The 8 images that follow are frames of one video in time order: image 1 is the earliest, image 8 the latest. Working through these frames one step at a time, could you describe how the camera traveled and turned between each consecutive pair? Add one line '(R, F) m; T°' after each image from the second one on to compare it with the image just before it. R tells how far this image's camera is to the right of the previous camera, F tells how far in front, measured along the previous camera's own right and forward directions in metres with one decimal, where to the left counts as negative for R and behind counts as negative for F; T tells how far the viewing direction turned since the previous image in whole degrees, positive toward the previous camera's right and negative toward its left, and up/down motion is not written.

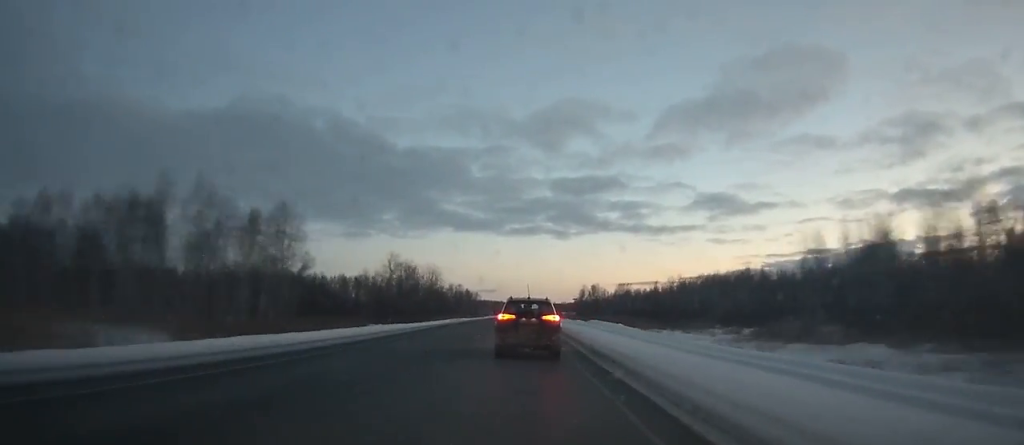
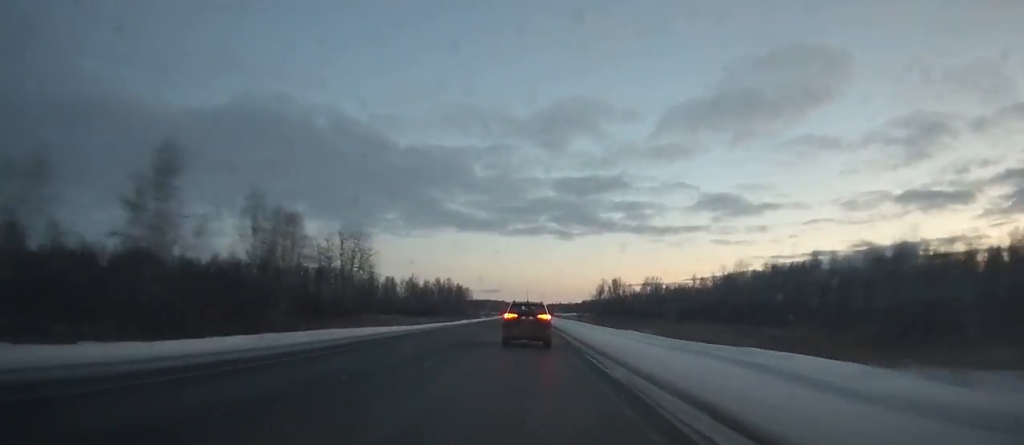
(-0.2, +63.6) m; 0°
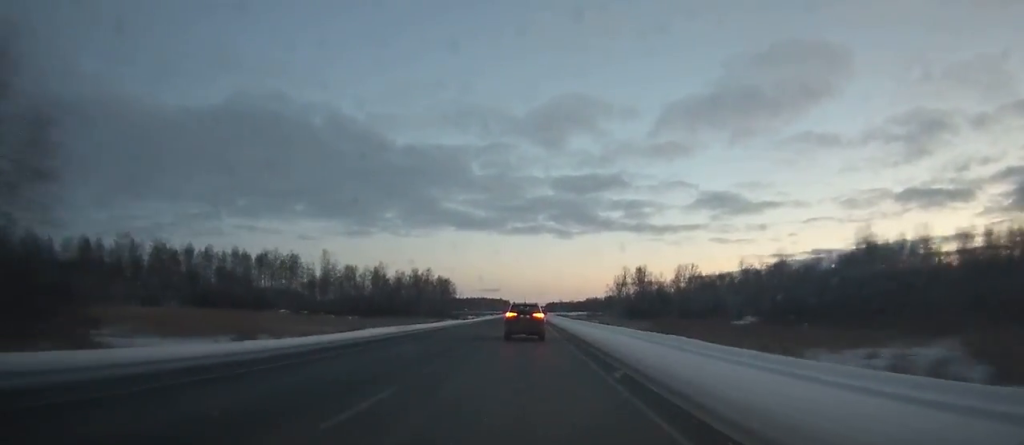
(-0.1, +55.6) m; 0°
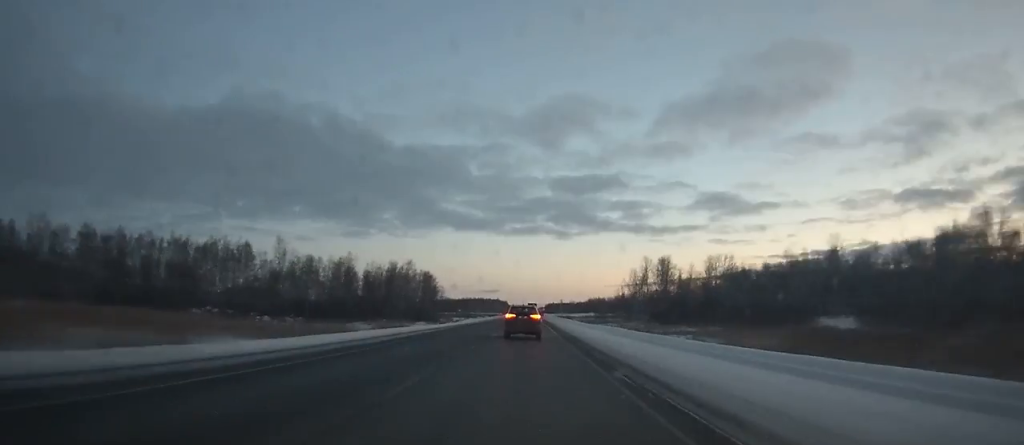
(0.0, +34.7) m; 0°
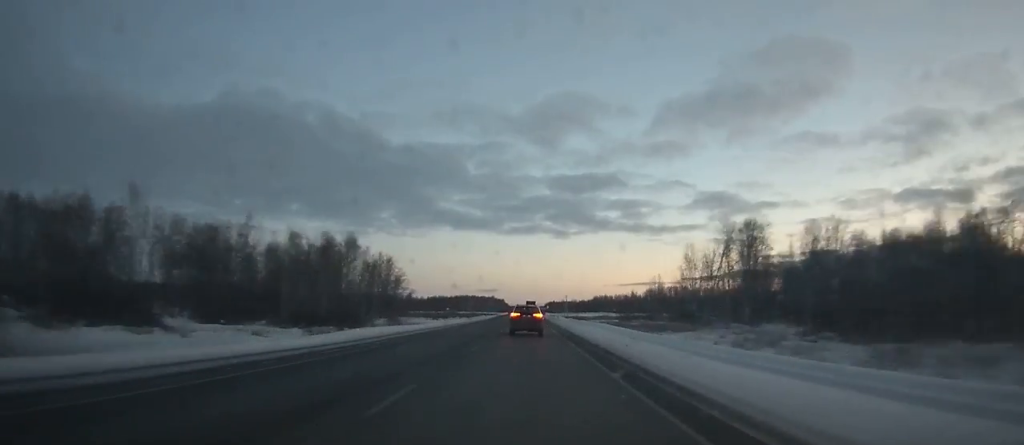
(0.0, +61.5) m; 0°
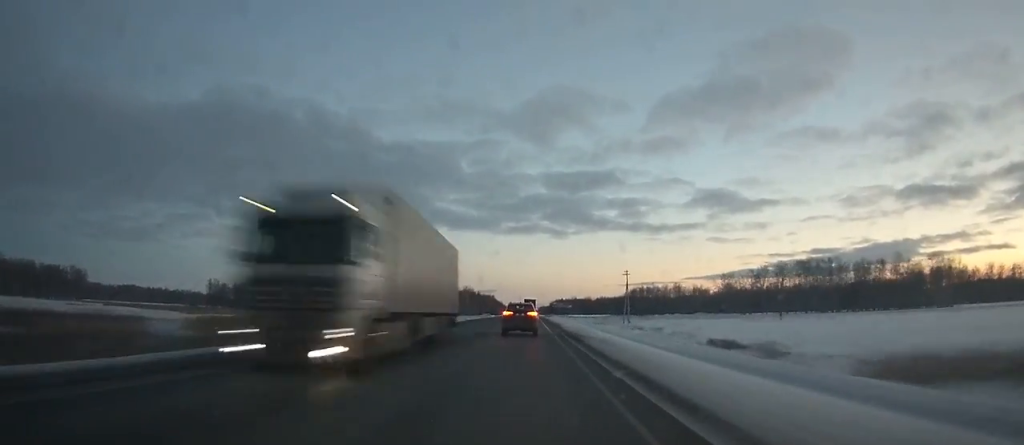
(-0.3, +197.3) m; 0°
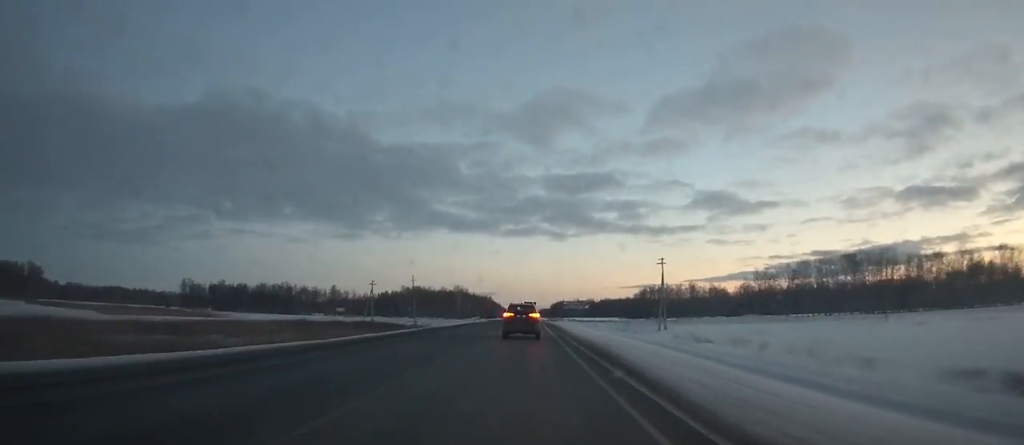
(-0.1, +32.3) m; 0°
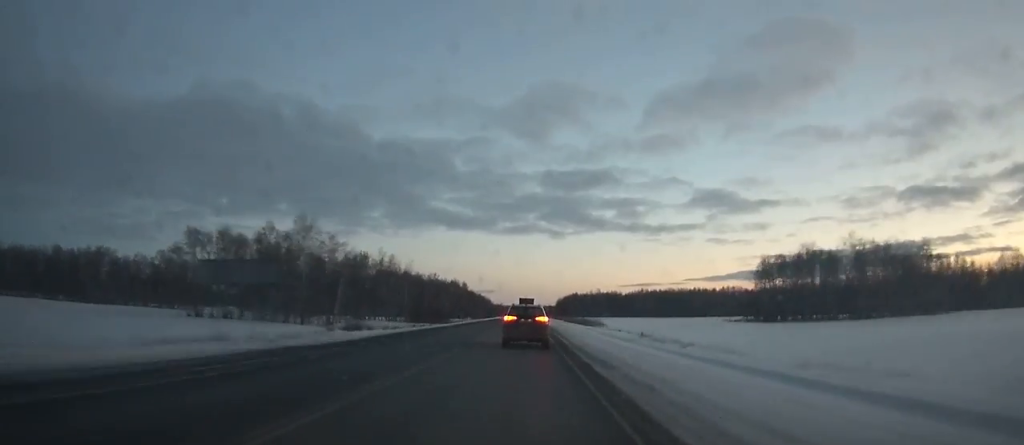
(+0.9, +176.3) m; 0°
